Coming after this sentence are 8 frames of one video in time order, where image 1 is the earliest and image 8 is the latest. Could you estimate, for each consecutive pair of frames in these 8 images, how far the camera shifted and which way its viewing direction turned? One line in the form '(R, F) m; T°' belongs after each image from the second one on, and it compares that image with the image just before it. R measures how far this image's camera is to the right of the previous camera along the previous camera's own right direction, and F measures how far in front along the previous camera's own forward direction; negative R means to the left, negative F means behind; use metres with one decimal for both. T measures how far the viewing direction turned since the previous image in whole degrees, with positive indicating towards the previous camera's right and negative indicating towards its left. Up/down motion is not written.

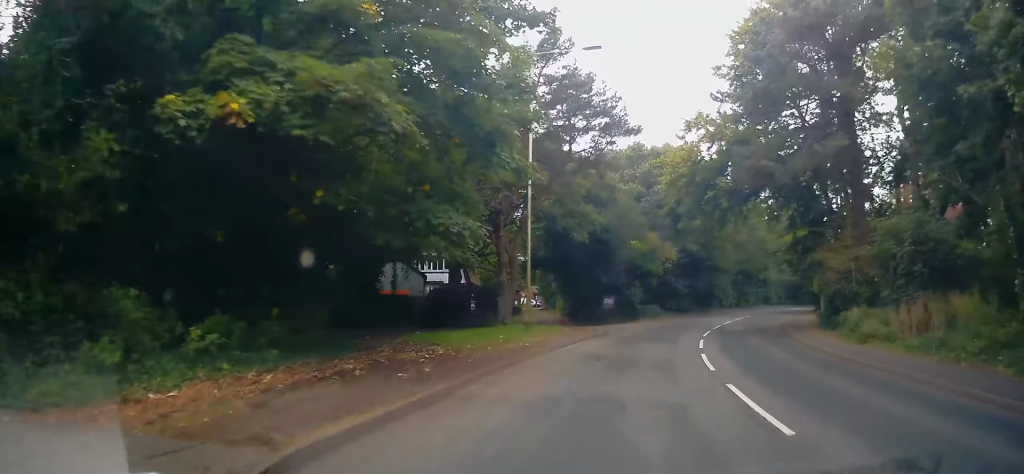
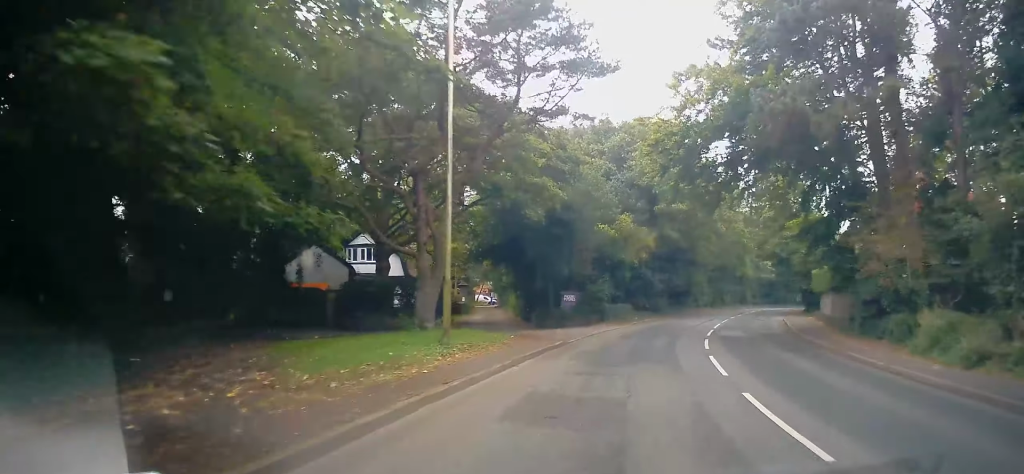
(+0.5, +7.3) m; +6°
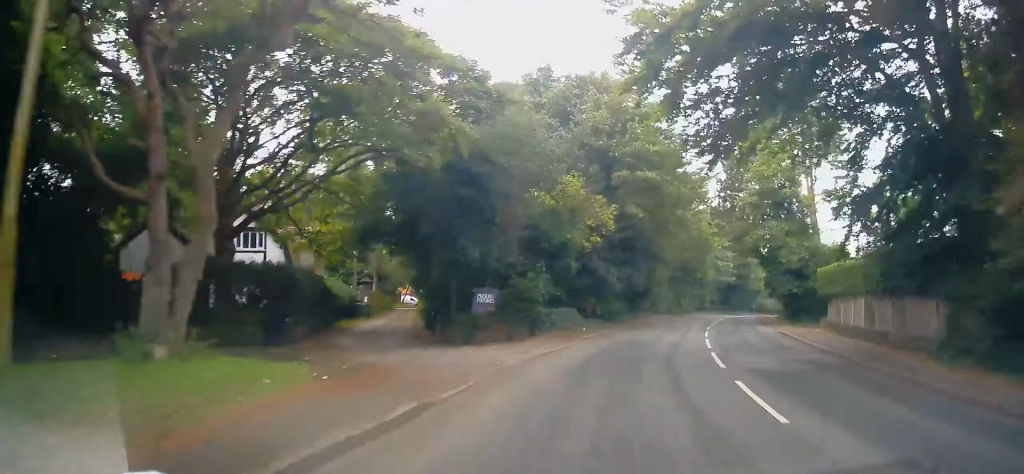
(+0.4, +10.3) m; 0°
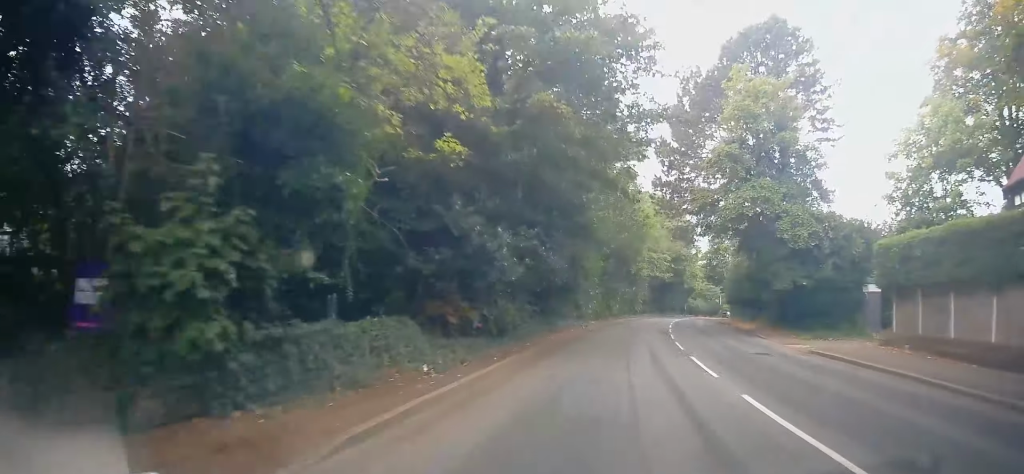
(-0.6, +13.8) m; +3°
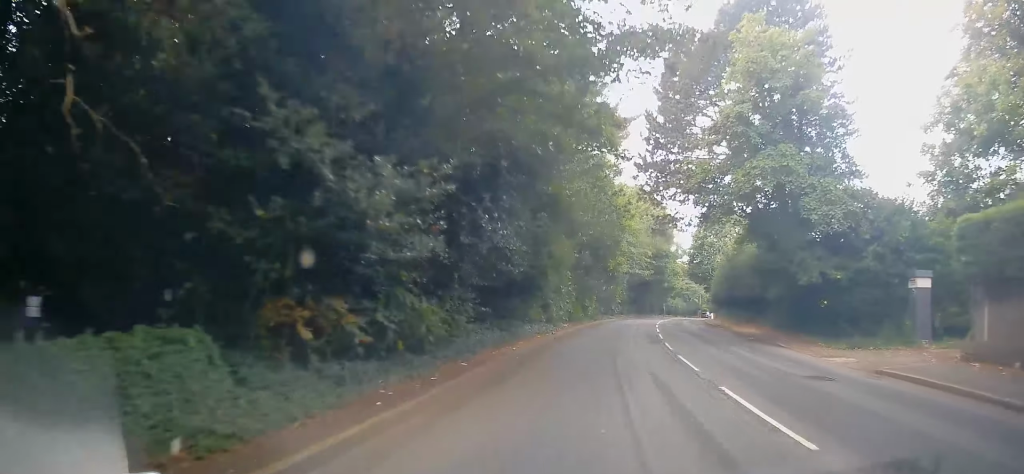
(+0.4, +5.6) m; +7°
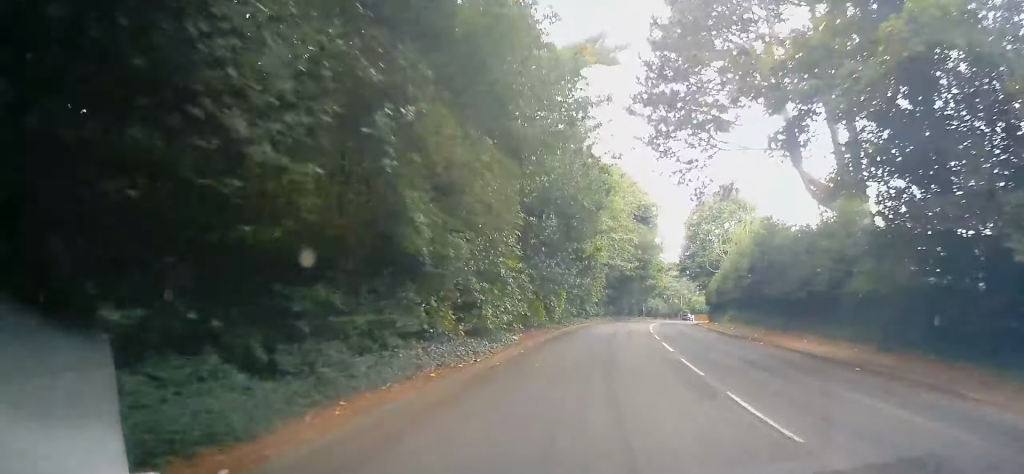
(+1.6, +11.6) m; +9°
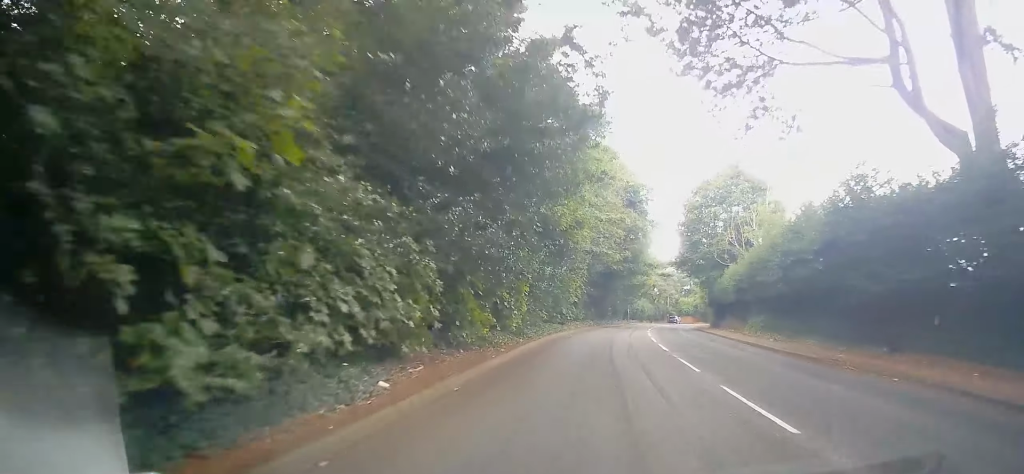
(0.0, +10.9) m; +1°
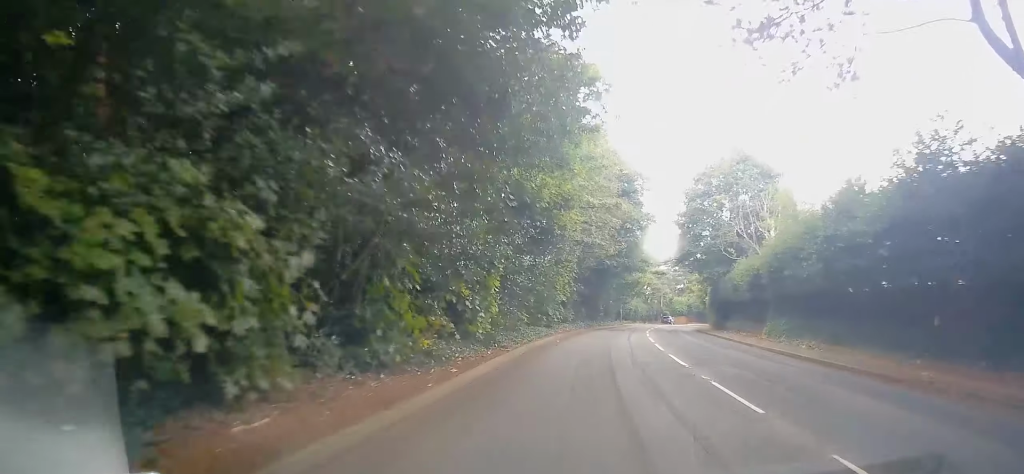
(-0.1, +4.8) m; 0°
